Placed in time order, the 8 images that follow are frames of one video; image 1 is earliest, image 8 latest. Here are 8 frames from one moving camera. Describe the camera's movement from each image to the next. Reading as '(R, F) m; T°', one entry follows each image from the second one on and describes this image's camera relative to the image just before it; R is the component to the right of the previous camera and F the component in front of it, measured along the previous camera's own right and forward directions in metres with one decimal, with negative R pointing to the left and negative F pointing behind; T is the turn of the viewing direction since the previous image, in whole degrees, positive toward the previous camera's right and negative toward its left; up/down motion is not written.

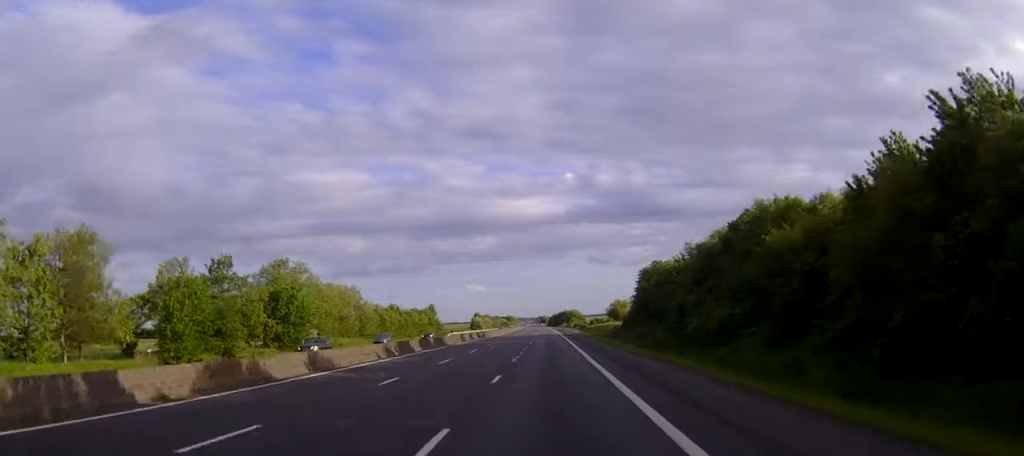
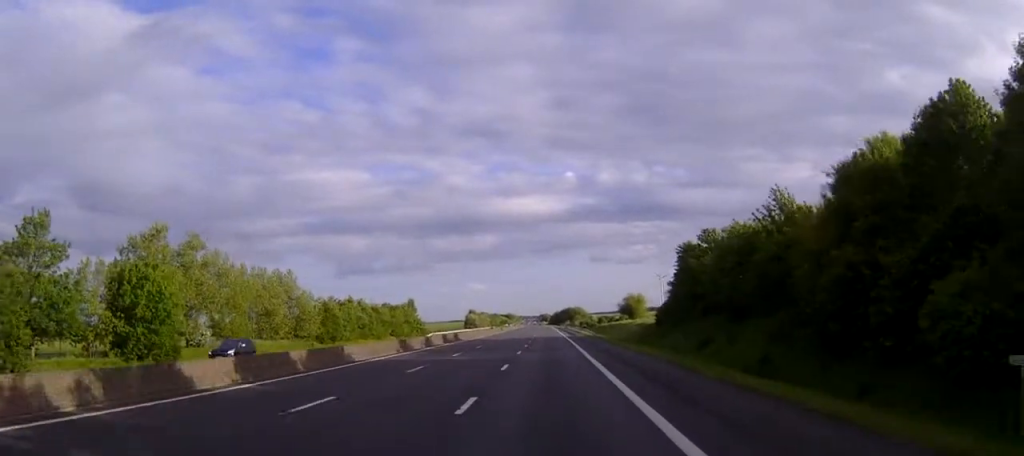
(0.0, +34.2) m; 0°
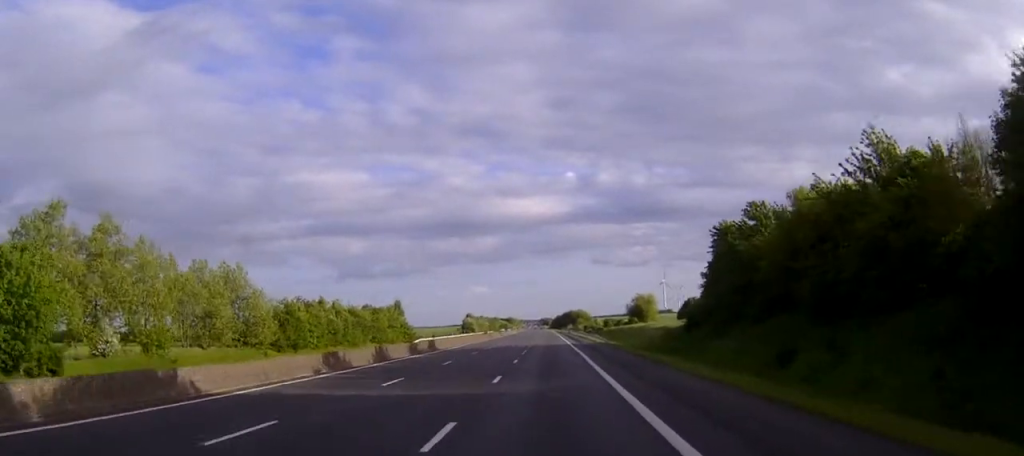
(0.0, +17.1) m; 0°
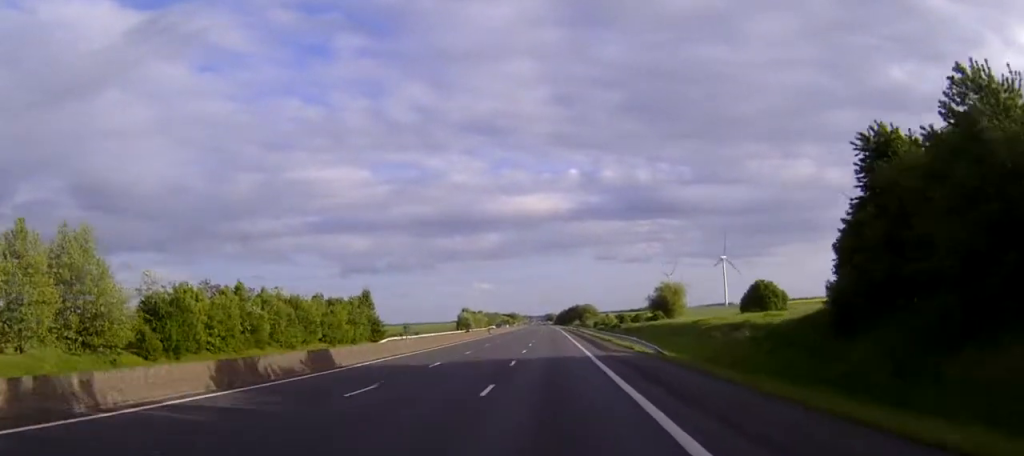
(-0.1, +31.5) m; 0°
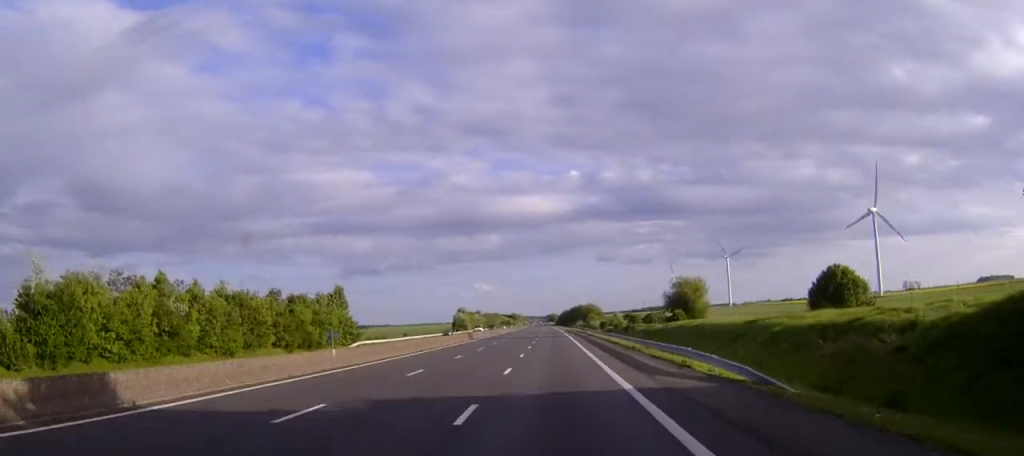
(-0.1, +18.2) m; 0°
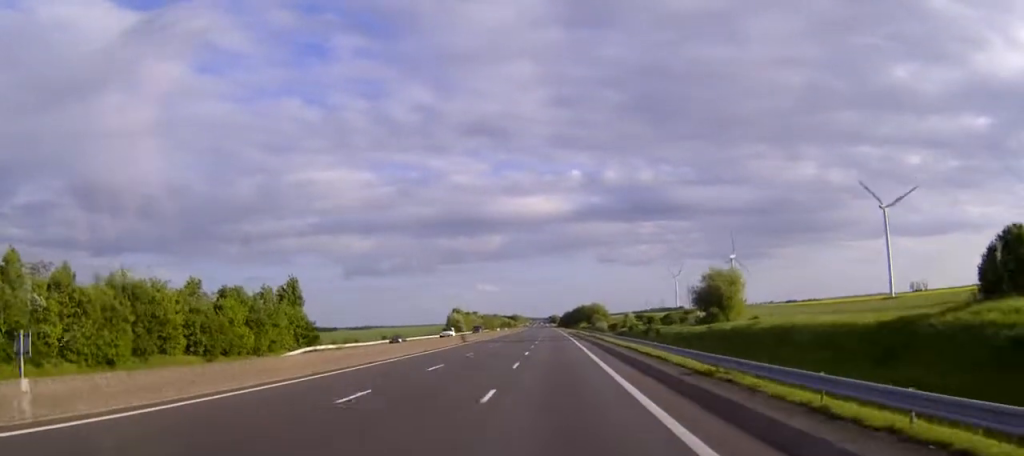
(0.0, +22.0) m; 0°
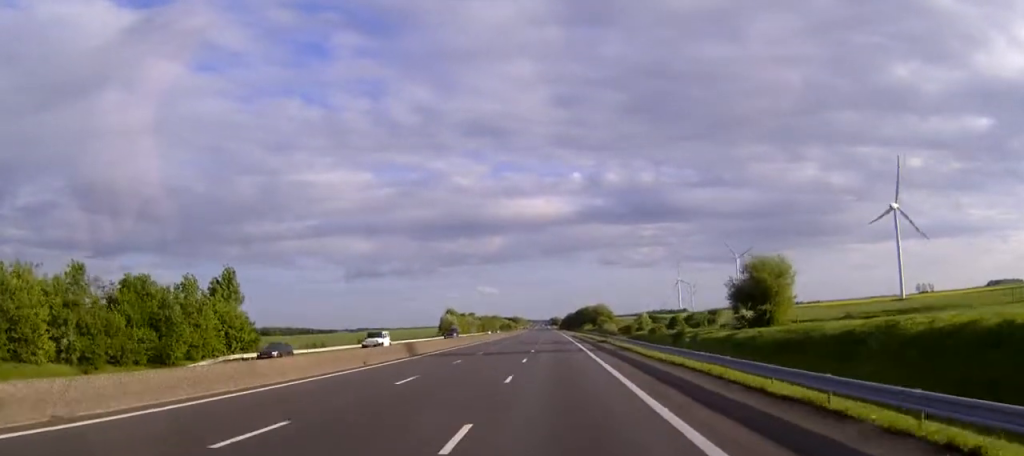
(0.0, +20.1) m; 0°
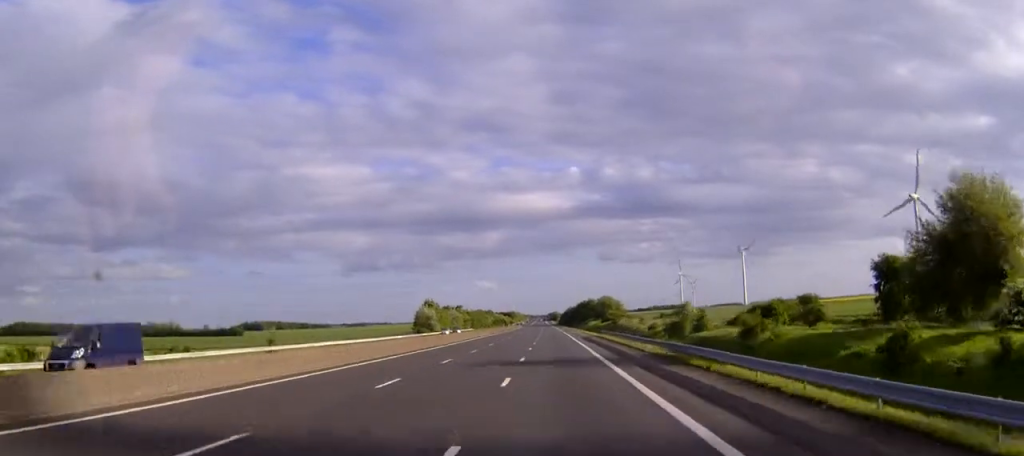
(-0.1, +42.1) m; 0°
